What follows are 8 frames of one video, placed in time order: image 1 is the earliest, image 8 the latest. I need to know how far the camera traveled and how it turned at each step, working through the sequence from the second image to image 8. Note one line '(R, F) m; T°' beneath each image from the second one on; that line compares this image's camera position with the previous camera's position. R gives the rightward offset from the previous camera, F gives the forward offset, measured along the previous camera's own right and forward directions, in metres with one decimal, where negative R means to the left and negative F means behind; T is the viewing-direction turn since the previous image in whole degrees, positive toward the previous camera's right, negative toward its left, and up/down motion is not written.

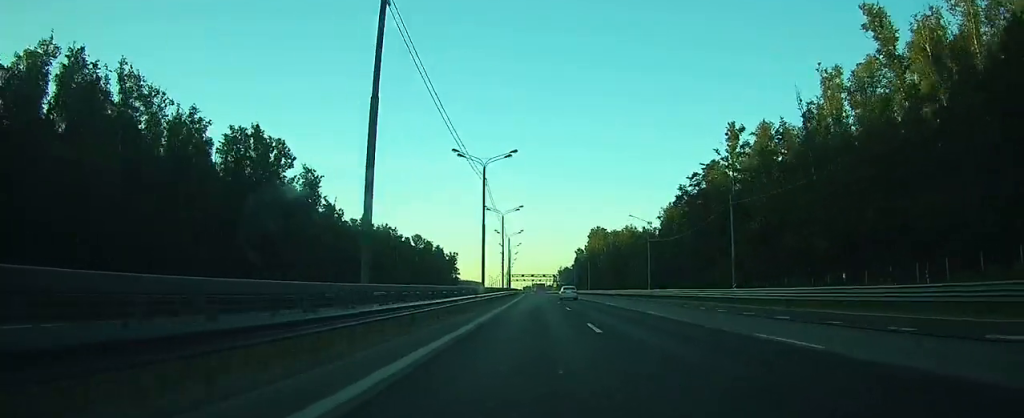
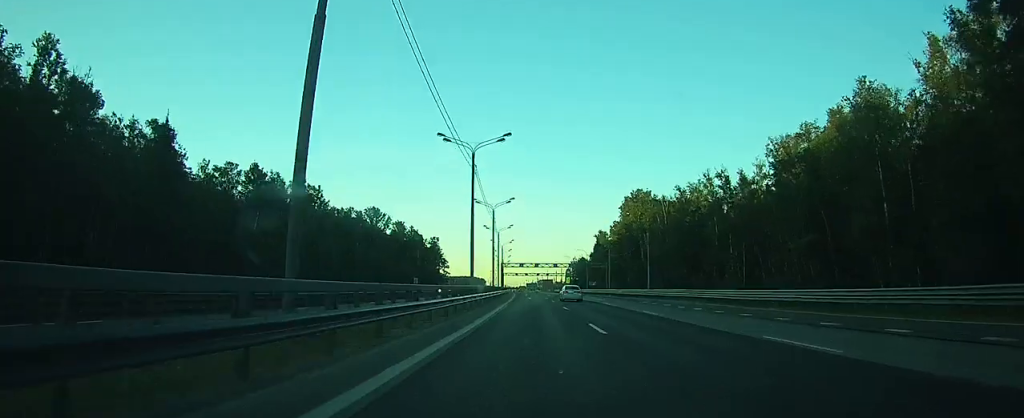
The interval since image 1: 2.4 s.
(-0.9, +80.7) m; -1°
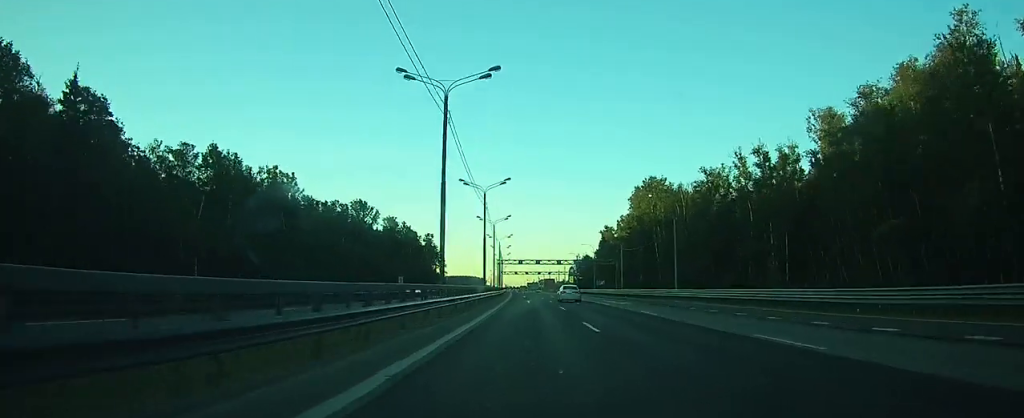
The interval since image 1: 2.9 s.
(-0.1, +15.6) m; 0°
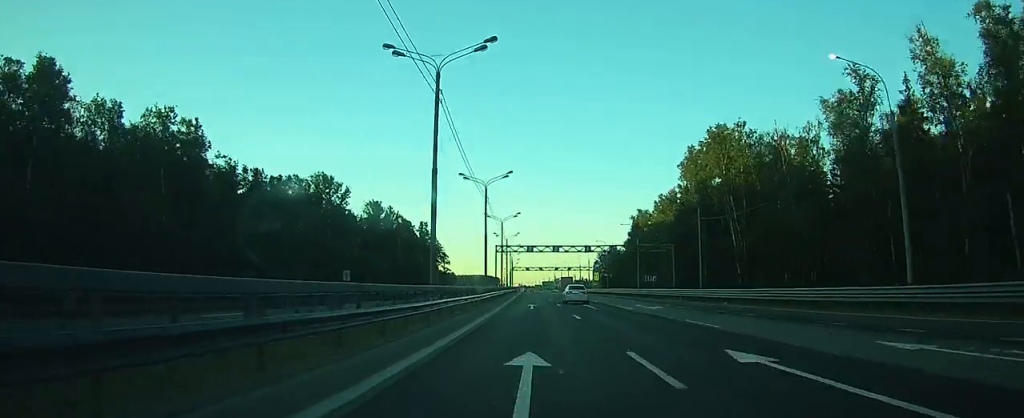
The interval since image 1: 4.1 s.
(-0.5, +40.9) m; -1°
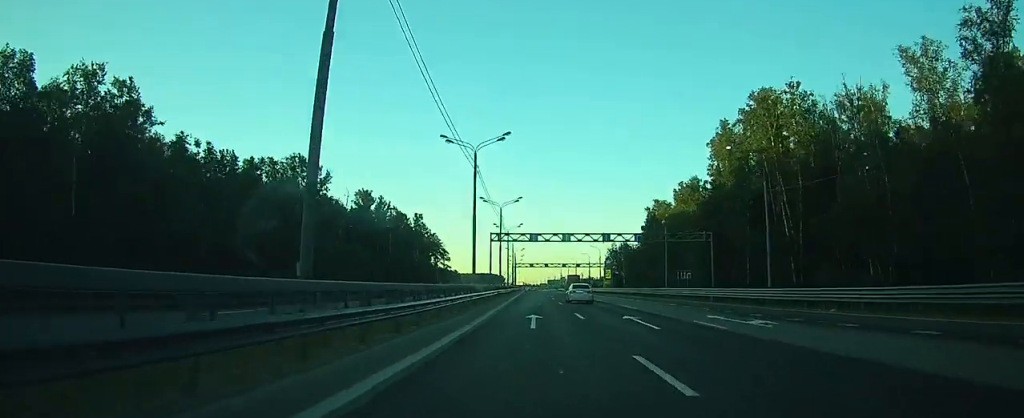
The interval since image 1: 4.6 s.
(-0.1, +16.5) m; 0°
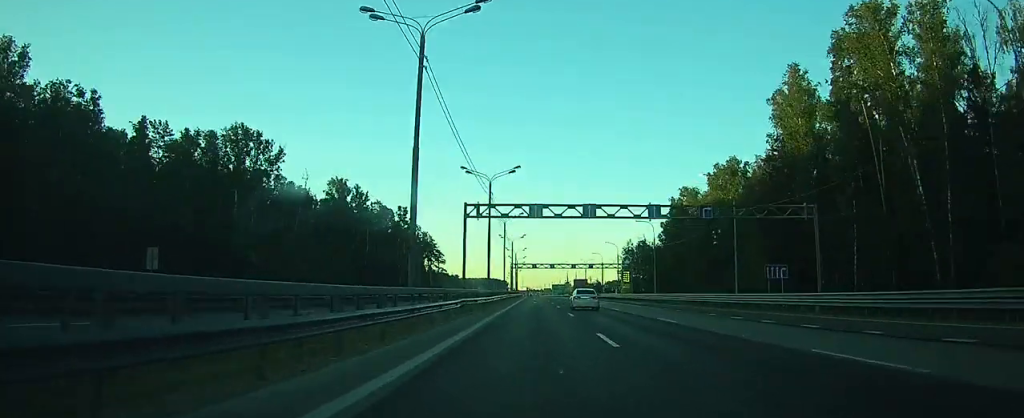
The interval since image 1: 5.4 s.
(0.0, +25.3) m; 0°
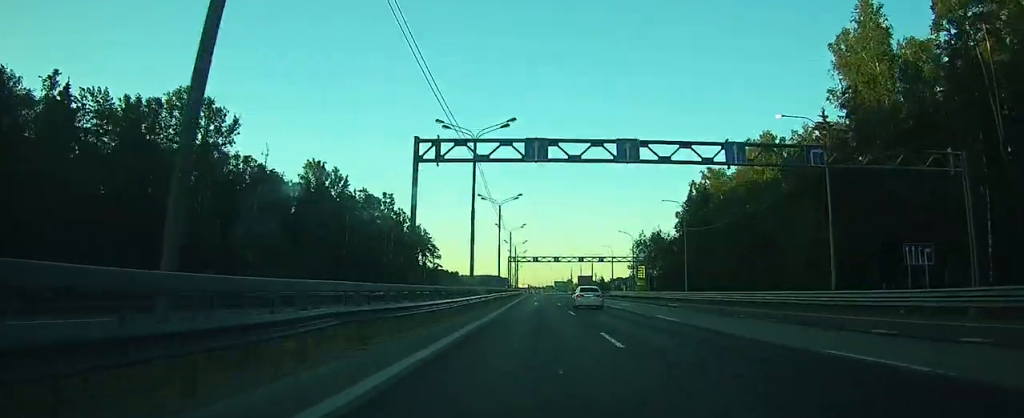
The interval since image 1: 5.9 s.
(-0.1, +16.5) m; 0°
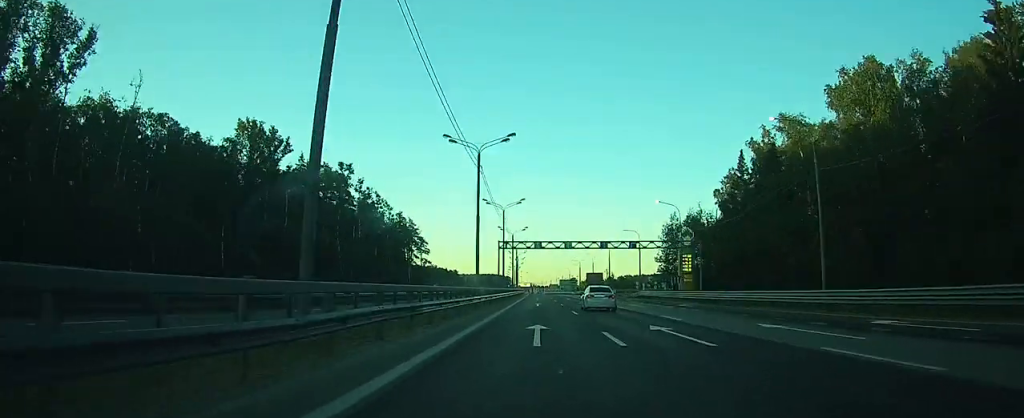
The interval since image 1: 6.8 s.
(-0.2, +31.9) m; 0°
